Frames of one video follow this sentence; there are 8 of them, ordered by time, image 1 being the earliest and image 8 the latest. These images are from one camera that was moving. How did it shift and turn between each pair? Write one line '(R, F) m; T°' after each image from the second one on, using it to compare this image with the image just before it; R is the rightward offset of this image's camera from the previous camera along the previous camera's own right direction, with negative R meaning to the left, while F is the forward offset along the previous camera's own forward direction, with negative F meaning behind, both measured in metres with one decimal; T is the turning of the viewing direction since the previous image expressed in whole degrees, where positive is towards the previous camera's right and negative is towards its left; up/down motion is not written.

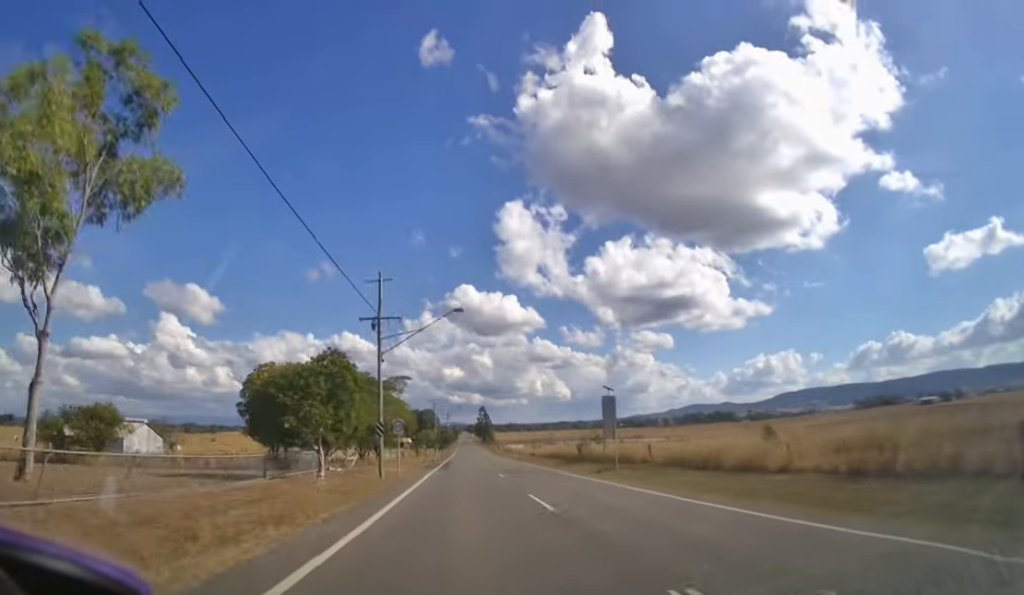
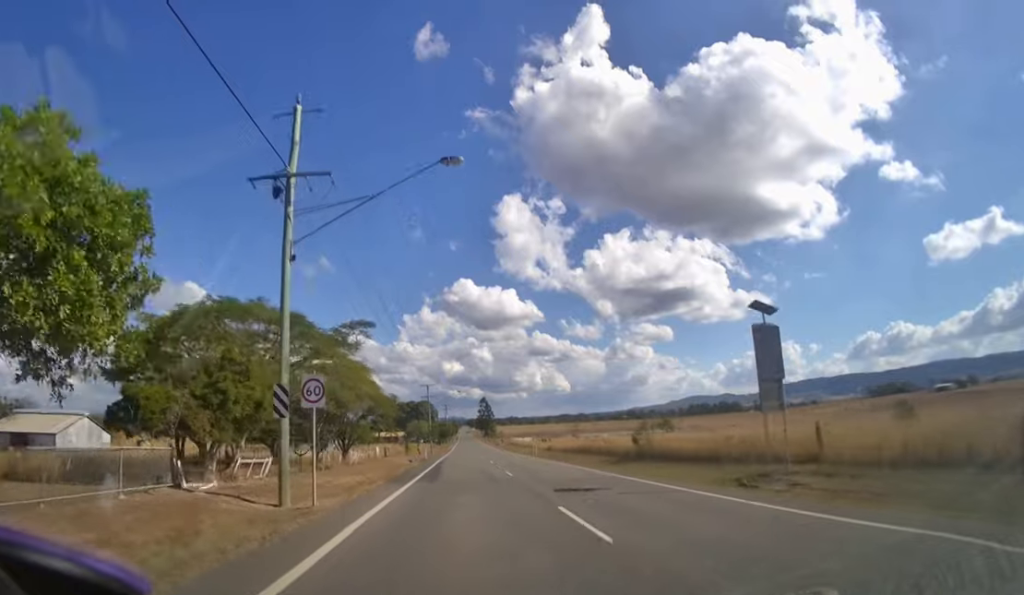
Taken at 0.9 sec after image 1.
(0.0, +17.5) m; 0°
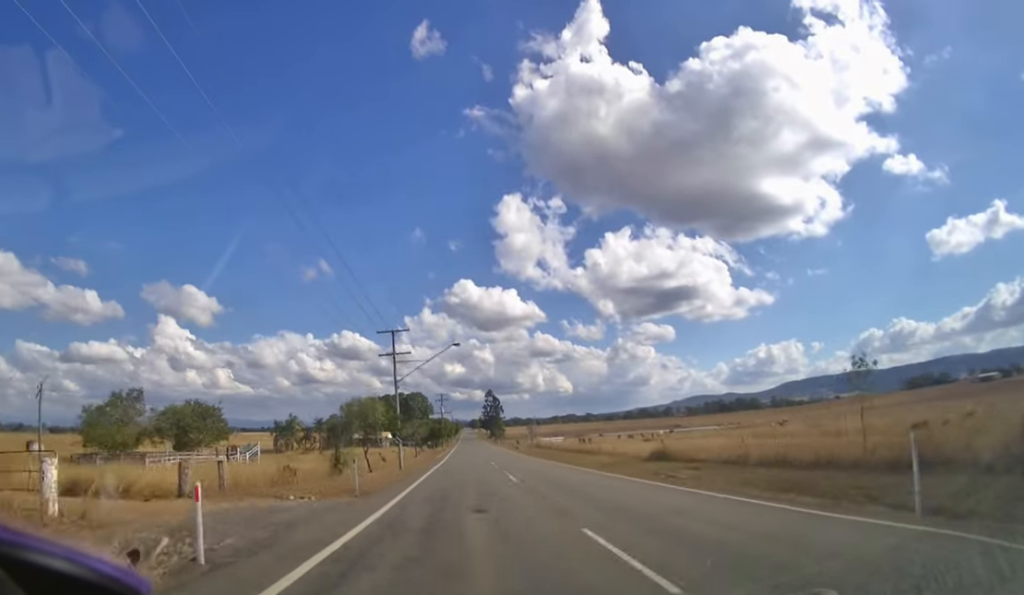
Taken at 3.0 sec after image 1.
(0.0, +45.4) m; 0°
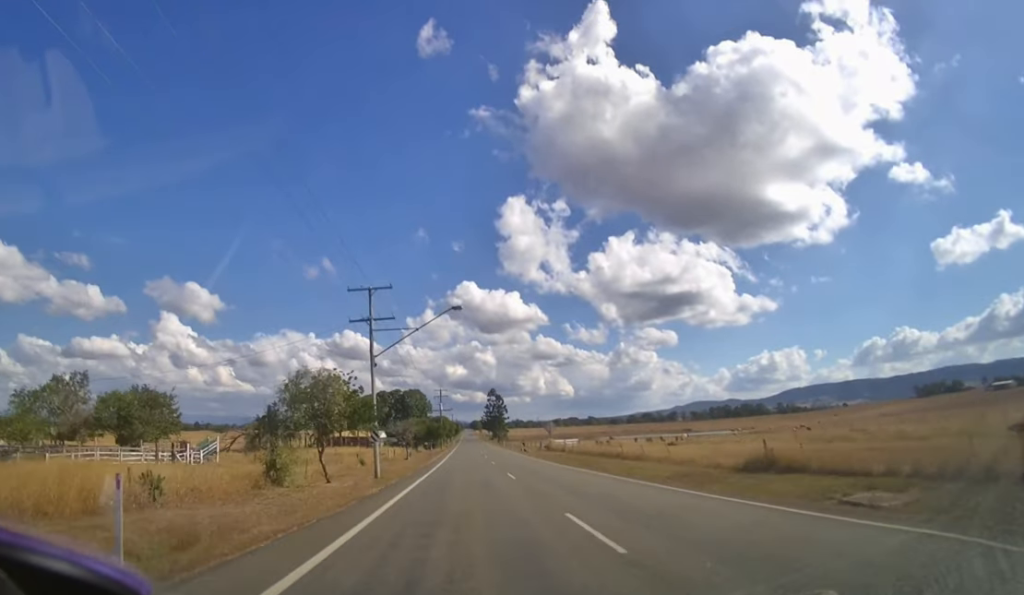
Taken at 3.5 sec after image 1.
(0.0, +10.9) m; 0°
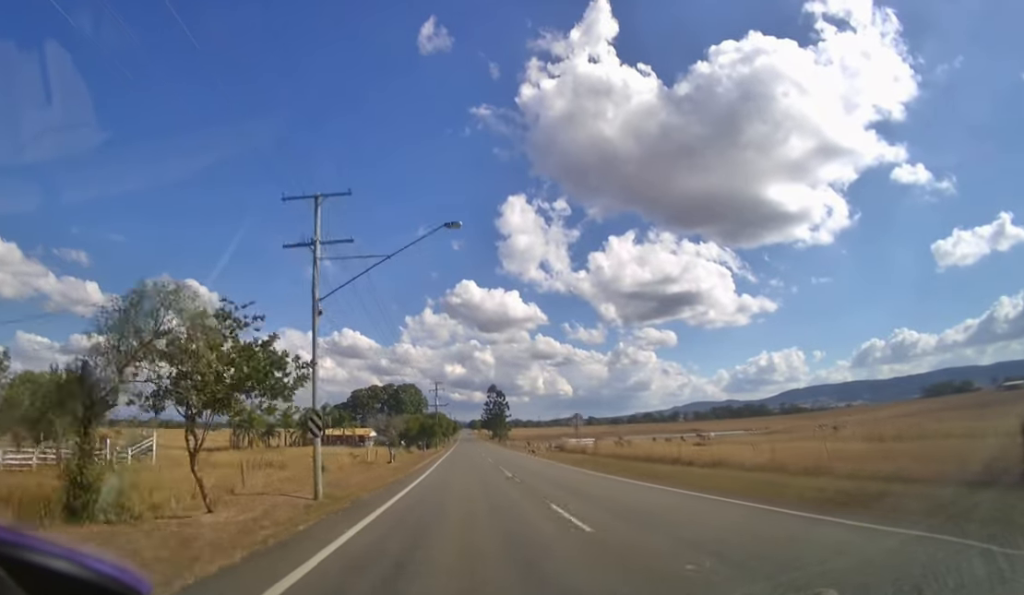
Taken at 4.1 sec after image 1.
(0.0, +11.4) m; 0°
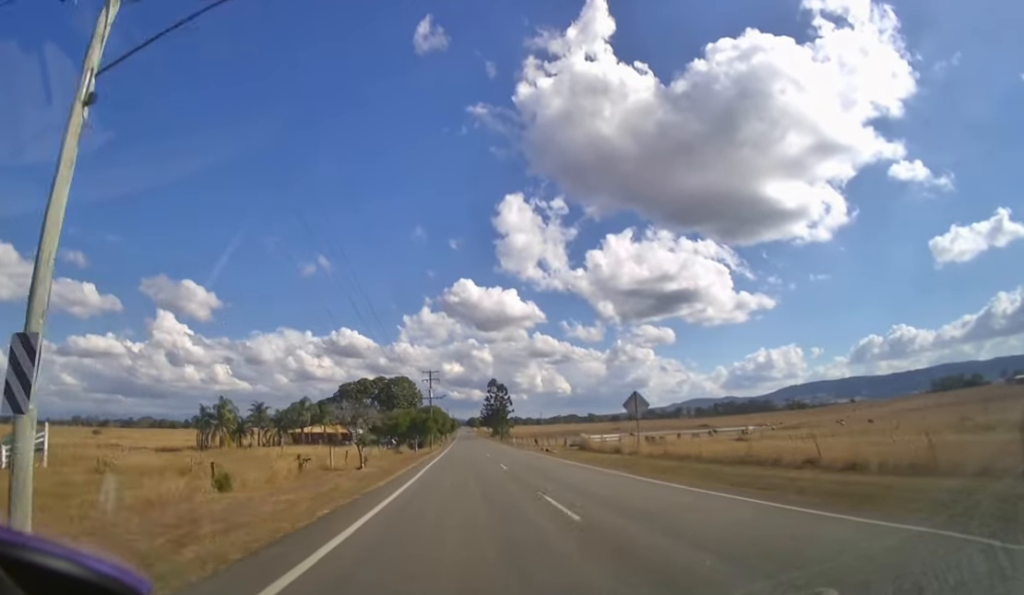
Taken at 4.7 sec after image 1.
(0.0, +11.6) m; 0°
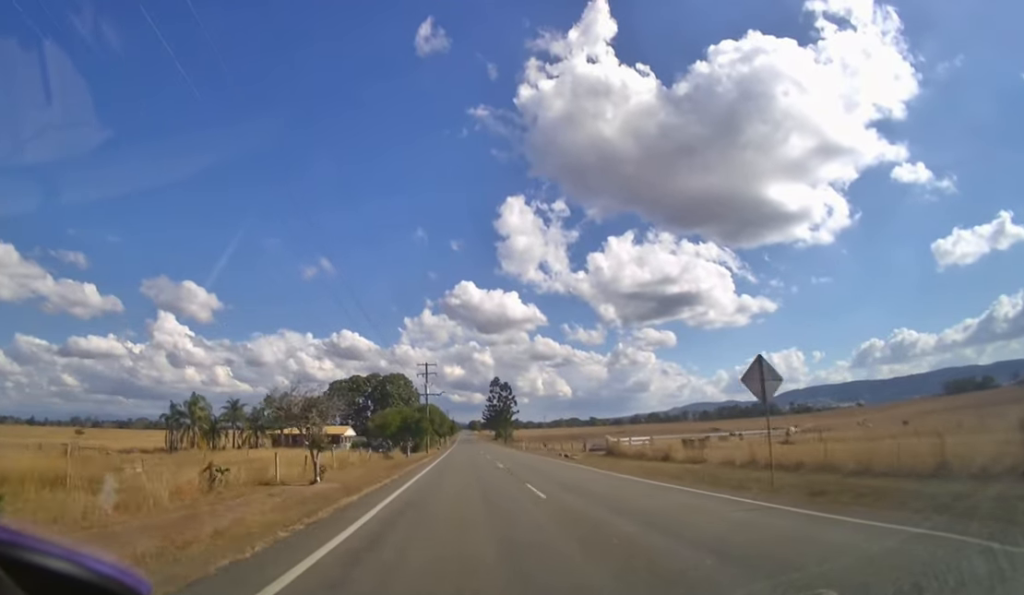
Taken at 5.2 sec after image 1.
(0.0, +9.5) m; 0°
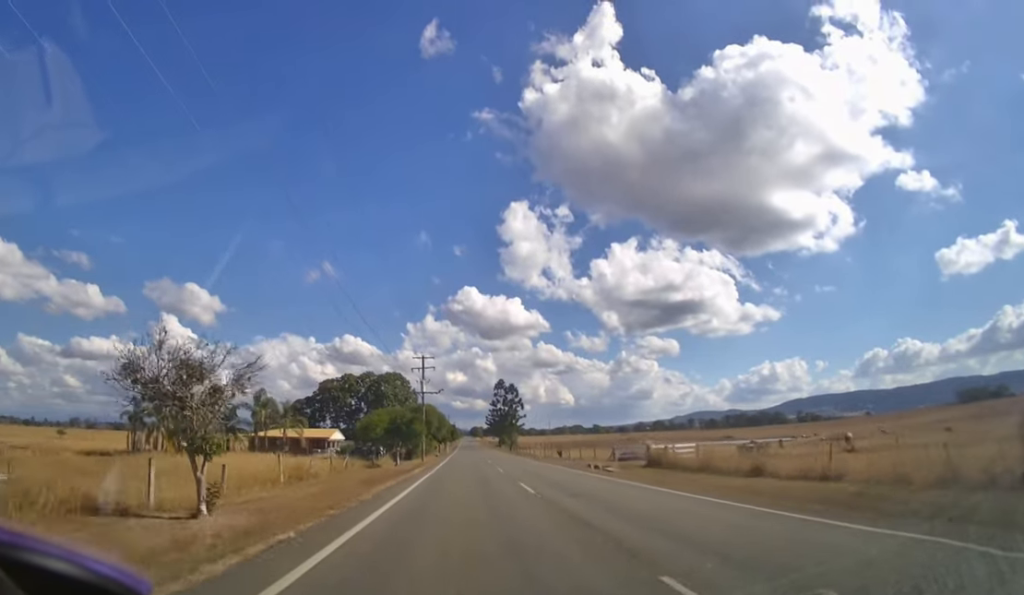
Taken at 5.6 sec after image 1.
(0.0, +8.5) m; 0°
